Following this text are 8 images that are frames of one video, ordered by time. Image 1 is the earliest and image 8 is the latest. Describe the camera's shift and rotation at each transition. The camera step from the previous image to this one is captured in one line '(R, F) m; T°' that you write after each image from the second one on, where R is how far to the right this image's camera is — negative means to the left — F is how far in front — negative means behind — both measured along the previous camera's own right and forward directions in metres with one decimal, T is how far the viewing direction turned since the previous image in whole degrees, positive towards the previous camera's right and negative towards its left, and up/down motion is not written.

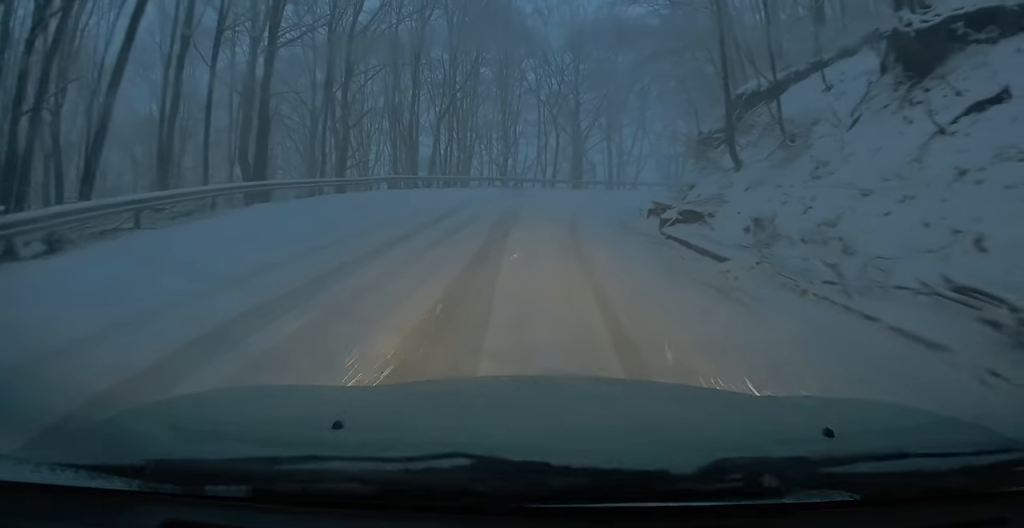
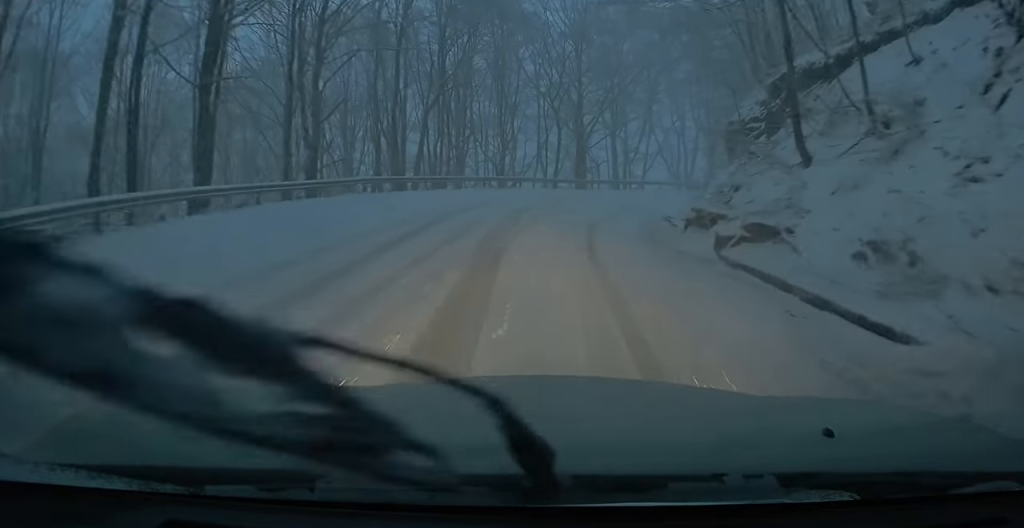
(+0.3, +4.0) m; +1°
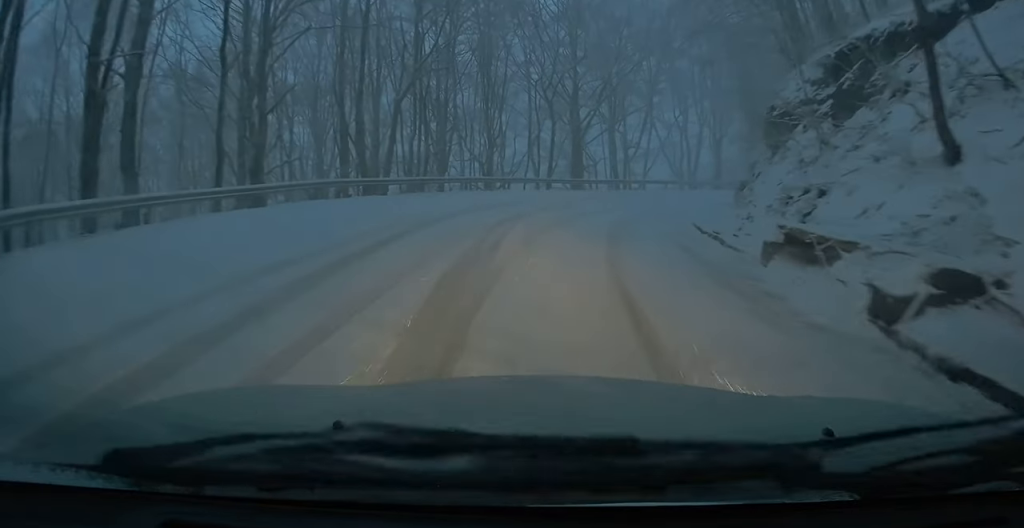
(-0.5, +4.5) m; -2°
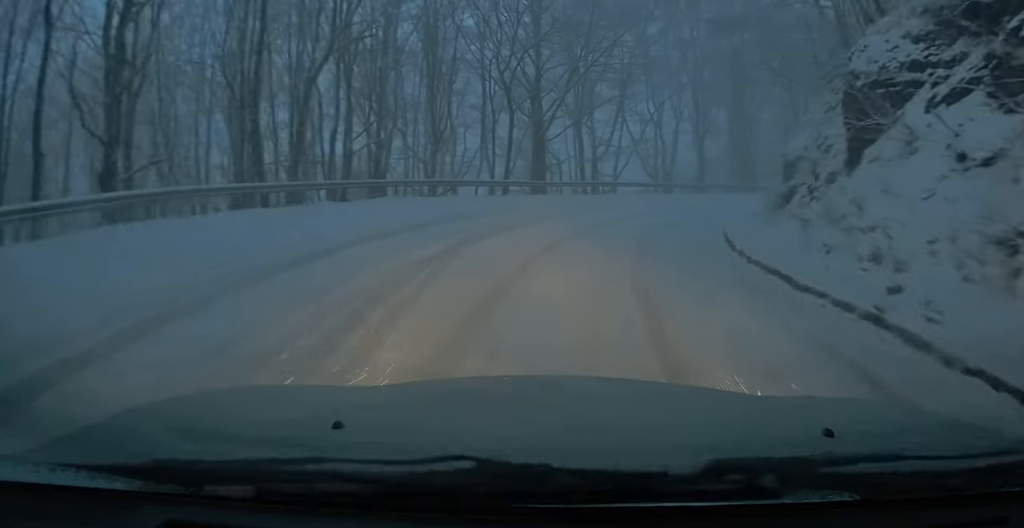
(+0.2, +6.0) m; -7°
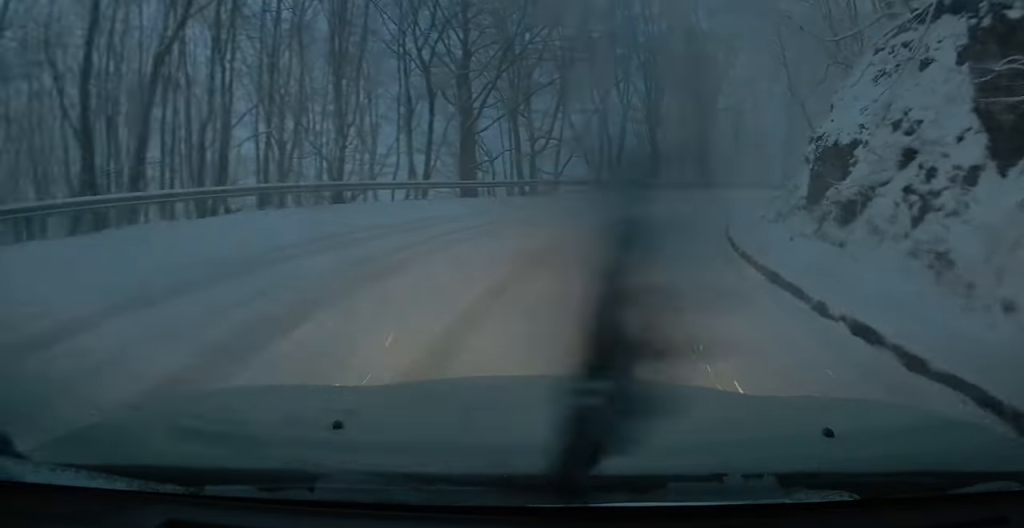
(-0.8, +5.3) m; -7°
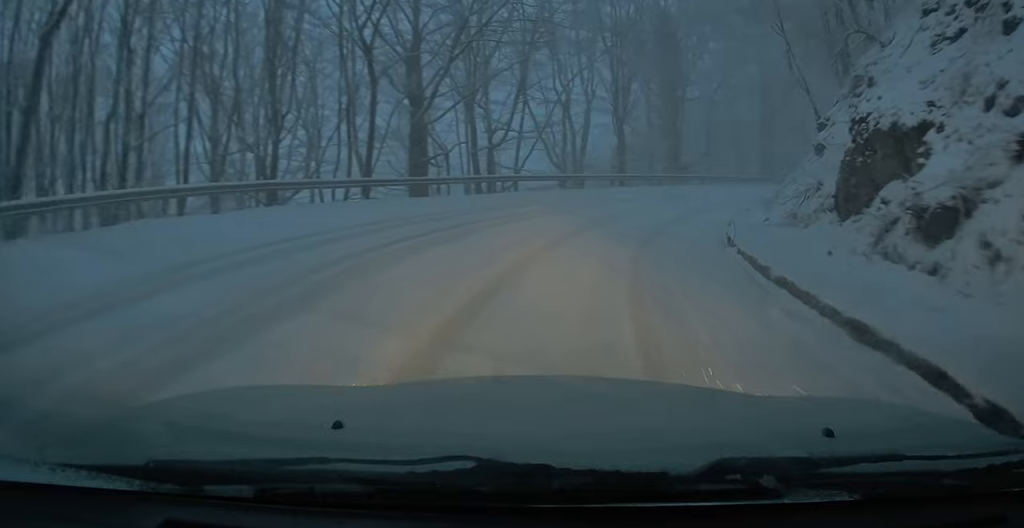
(+0.1, +3.1) m; +6°
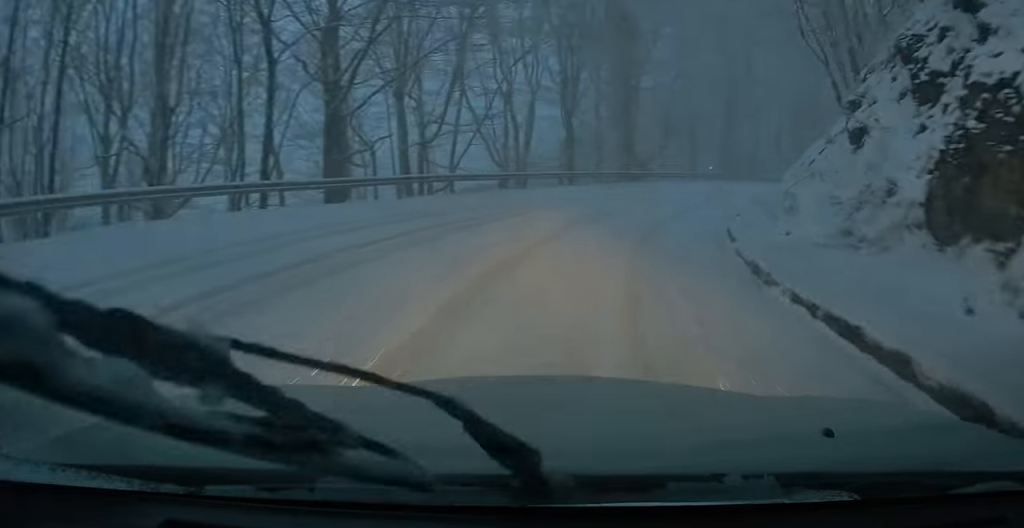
(+0.1, +4.2) m; +8°
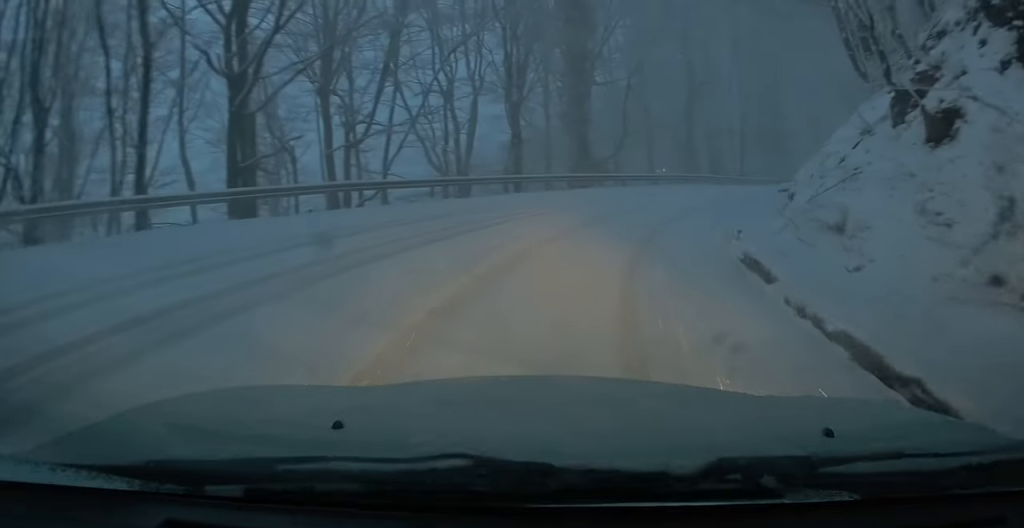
(+0.5, +4.0) m; +6°
